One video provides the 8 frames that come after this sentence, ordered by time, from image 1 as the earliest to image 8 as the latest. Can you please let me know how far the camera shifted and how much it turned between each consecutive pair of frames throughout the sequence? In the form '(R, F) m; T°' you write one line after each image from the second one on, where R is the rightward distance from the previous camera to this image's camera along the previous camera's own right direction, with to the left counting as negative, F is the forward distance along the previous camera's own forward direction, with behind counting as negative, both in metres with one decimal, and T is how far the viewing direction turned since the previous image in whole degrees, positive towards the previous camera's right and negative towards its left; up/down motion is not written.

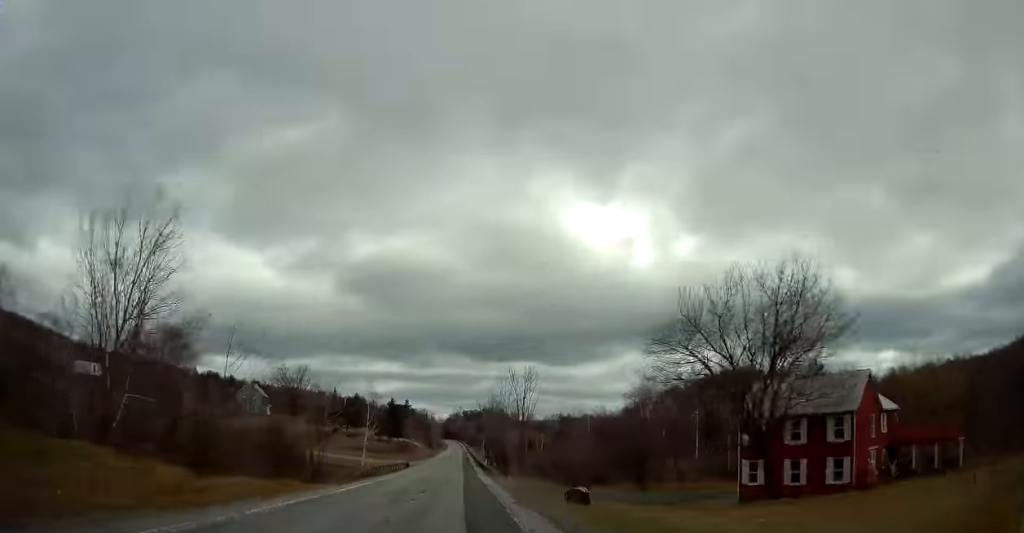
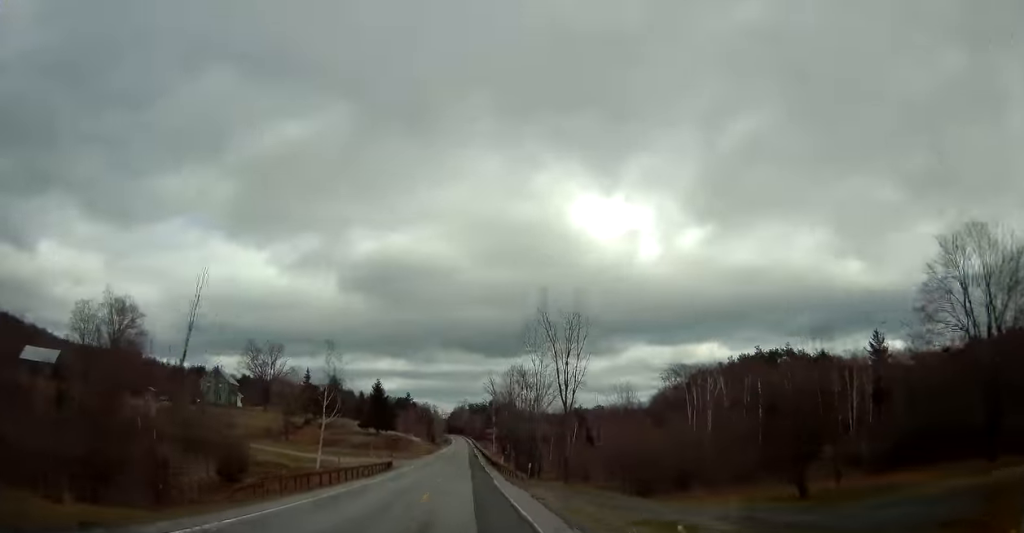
(-0.4, +26.6) m; -2°
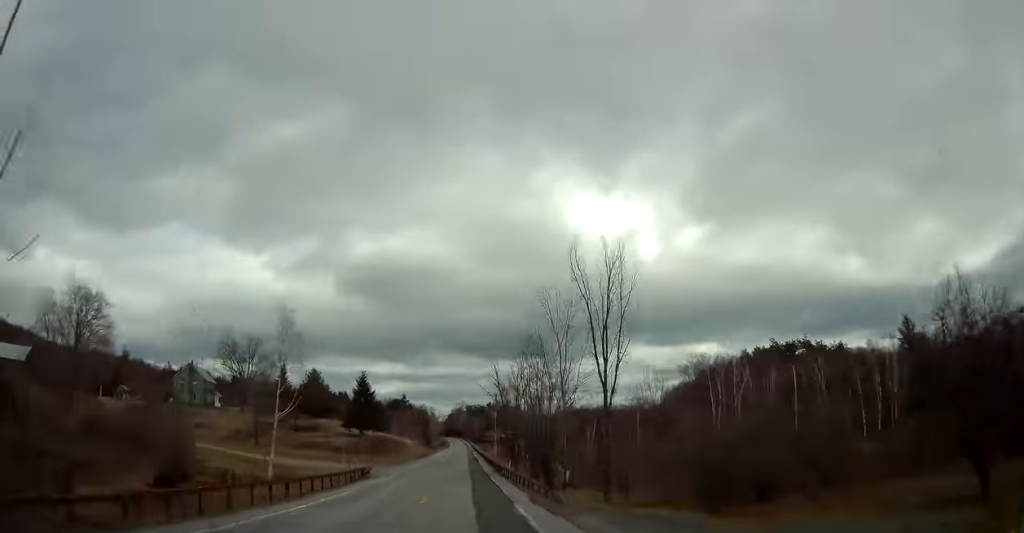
(-0.2, +12.9) m; 0°
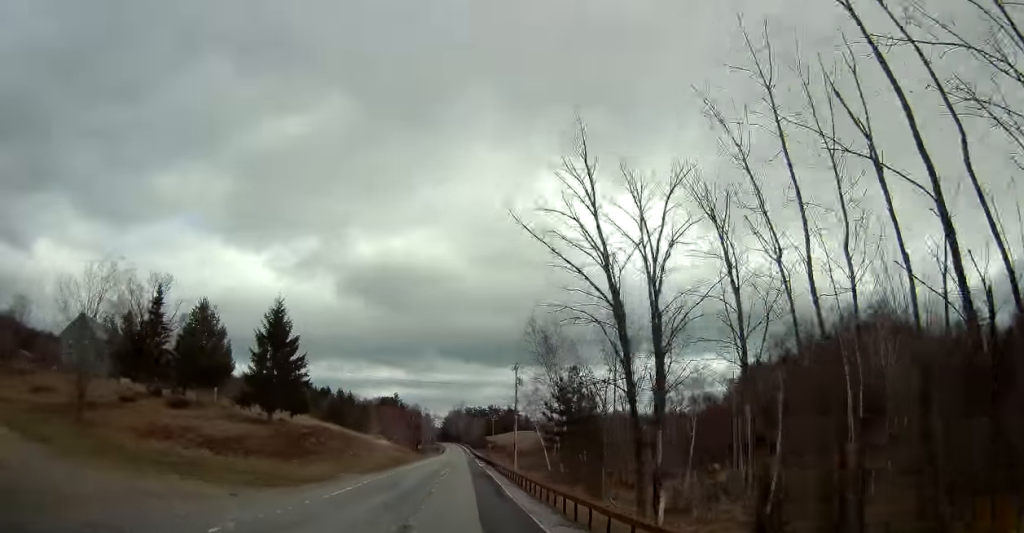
(+0.1, +41.2) m; 0°
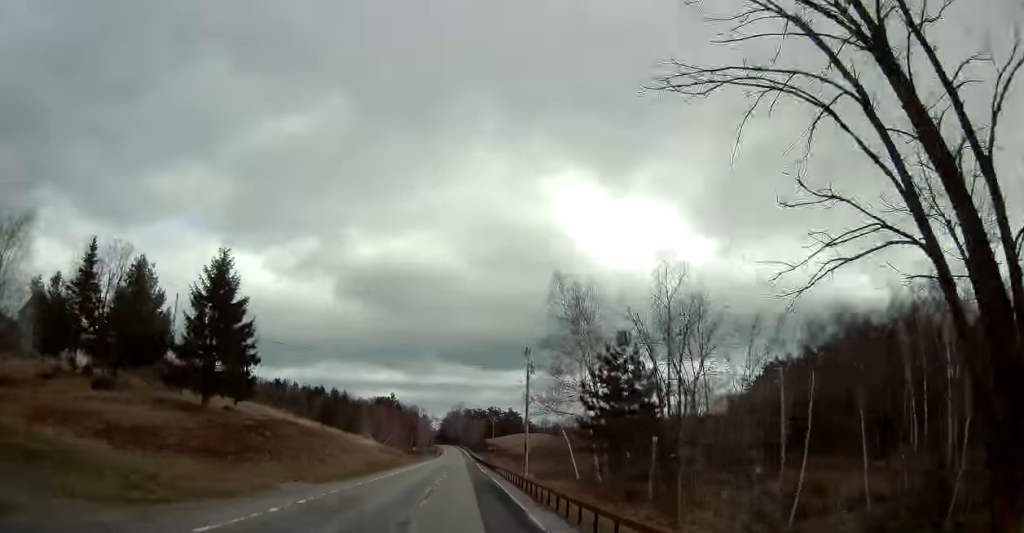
(-0.2, +11.8) m; 0°
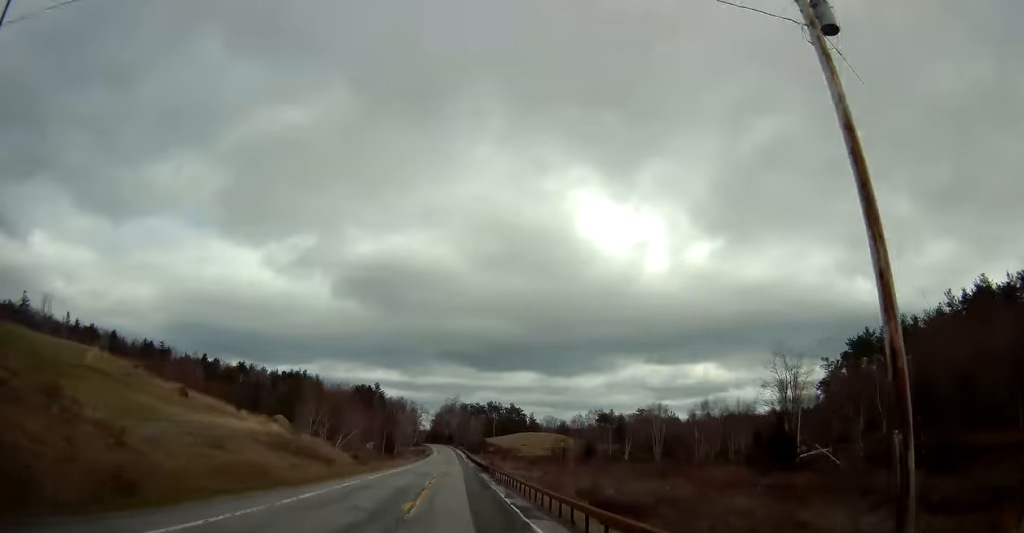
(+0.8, +45.1) m; +1°
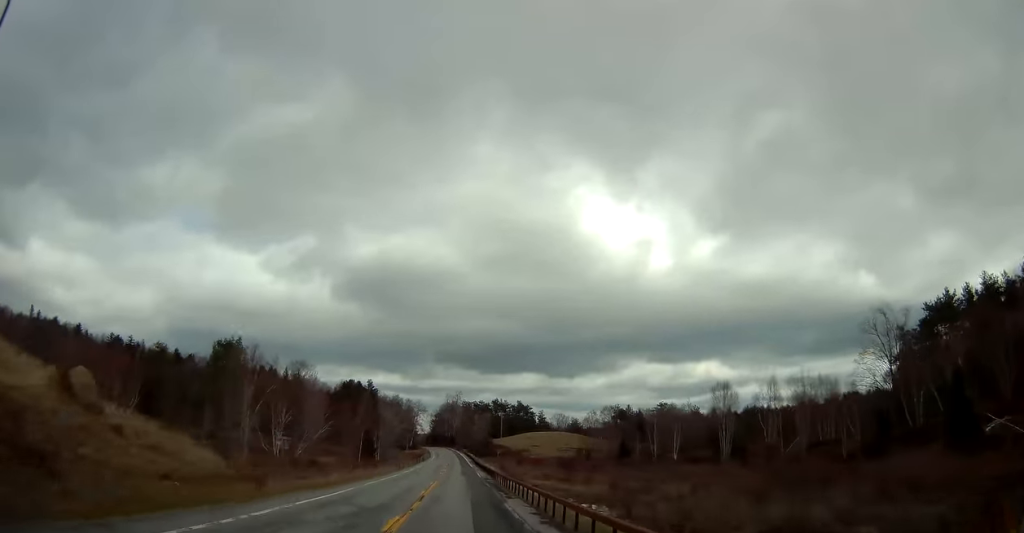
(-0.4, +27.9) m; -1°
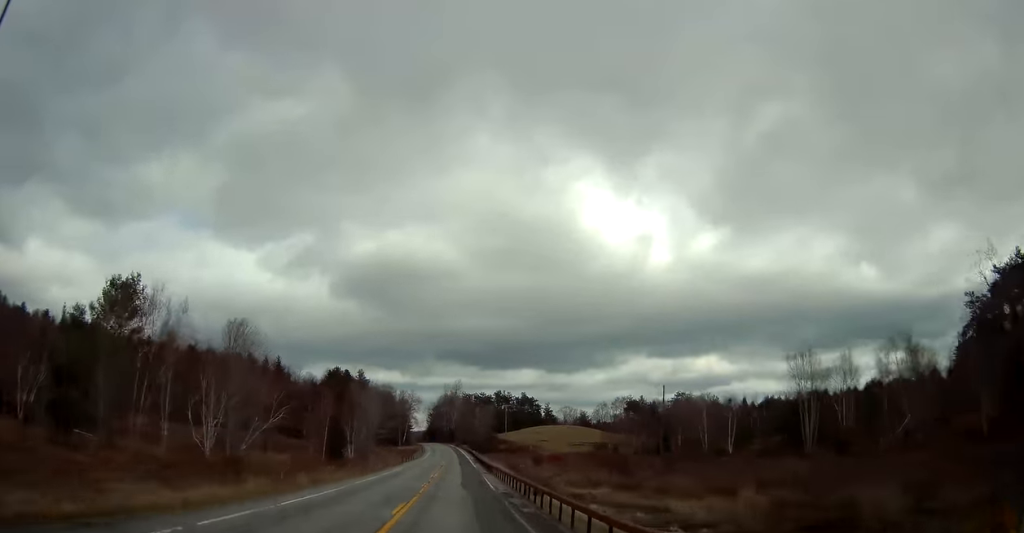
(0.0, +21.8) m; 0°
